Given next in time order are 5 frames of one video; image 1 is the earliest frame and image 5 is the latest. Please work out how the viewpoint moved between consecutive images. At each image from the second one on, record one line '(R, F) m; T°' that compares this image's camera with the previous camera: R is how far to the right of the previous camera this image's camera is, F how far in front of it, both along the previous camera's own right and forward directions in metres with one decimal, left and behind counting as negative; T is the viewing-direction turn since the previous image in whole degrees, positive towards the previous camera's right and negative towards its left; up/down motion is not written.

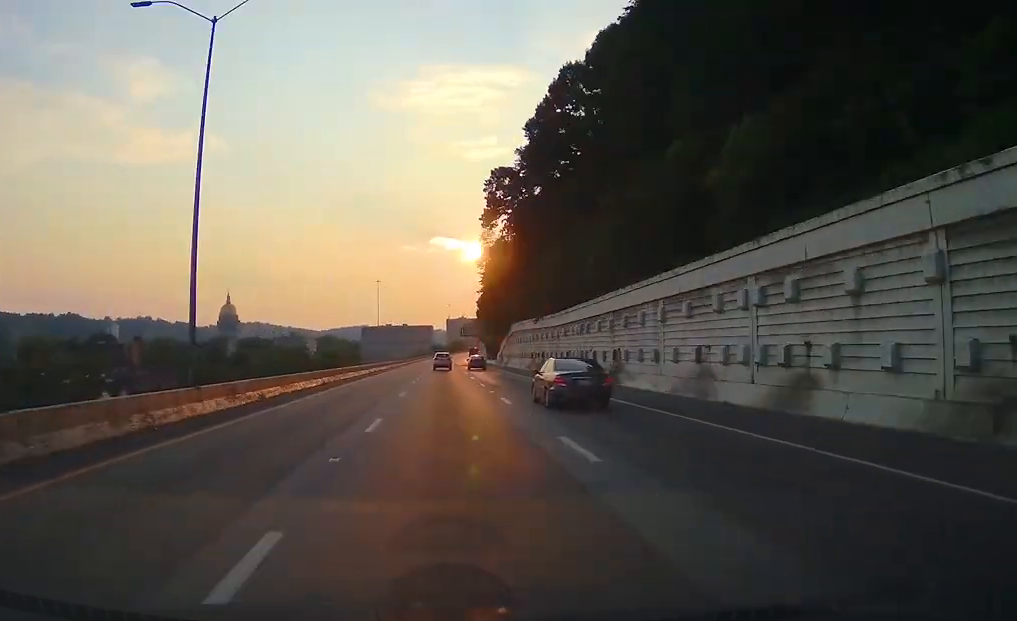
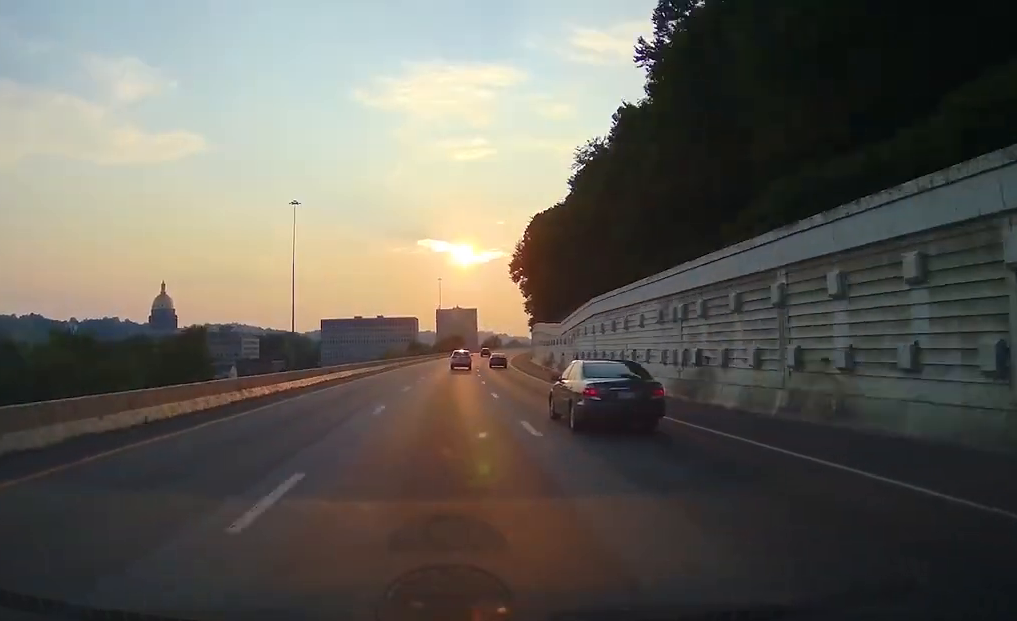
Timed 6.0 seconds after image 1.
(+3.3, +180.2) m; +4°
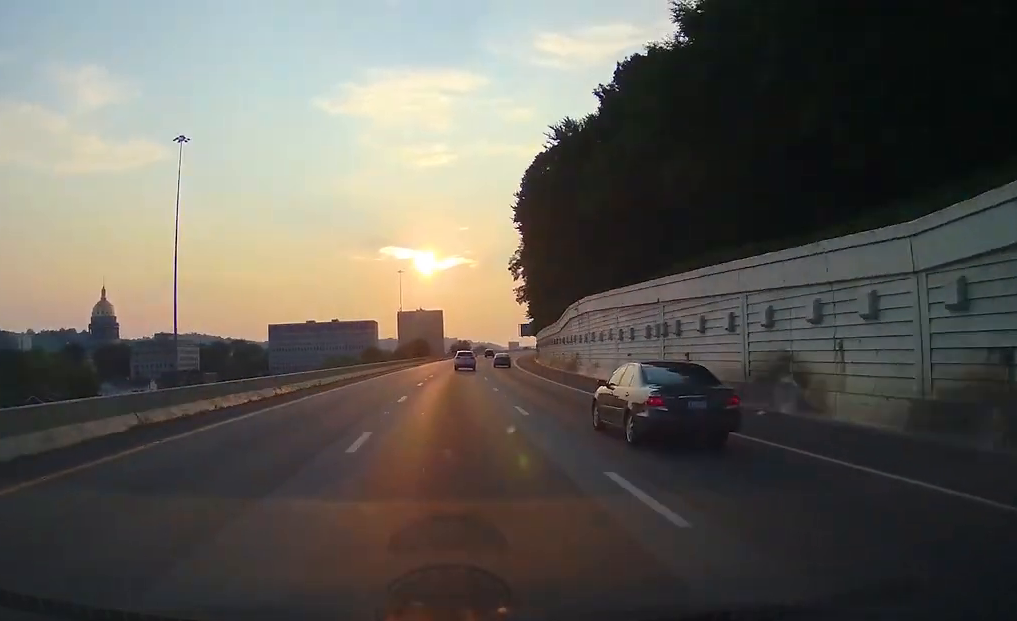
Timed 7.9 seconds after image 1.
(+1.8, +55.6) m; +3°
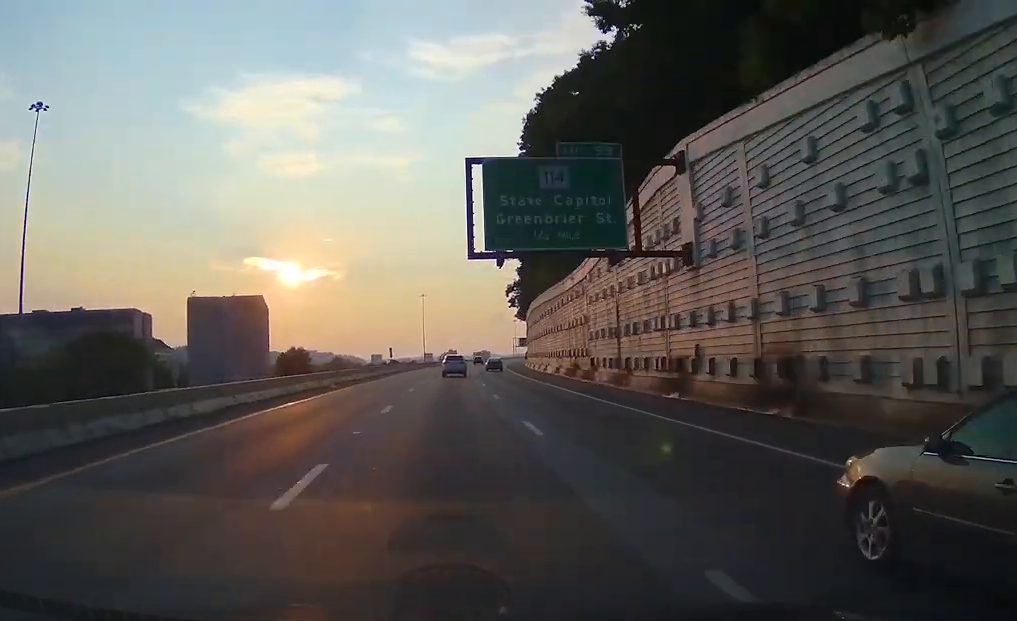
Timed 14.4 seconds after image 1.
(+16.2, +193.0) m; +10°
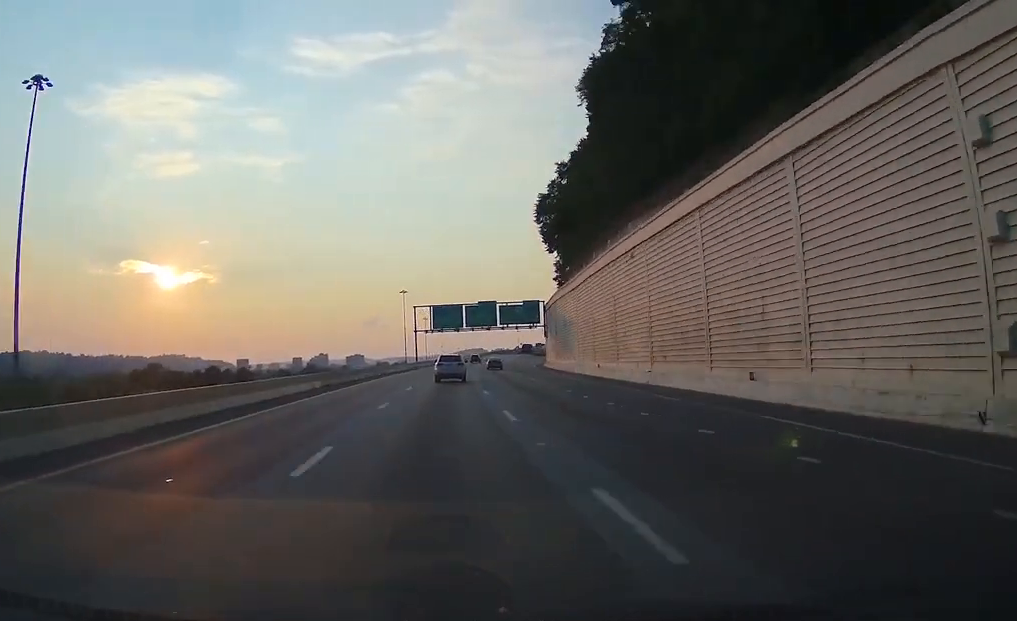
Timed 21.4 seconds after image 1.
(+17.0, +196.2) m; +9°
